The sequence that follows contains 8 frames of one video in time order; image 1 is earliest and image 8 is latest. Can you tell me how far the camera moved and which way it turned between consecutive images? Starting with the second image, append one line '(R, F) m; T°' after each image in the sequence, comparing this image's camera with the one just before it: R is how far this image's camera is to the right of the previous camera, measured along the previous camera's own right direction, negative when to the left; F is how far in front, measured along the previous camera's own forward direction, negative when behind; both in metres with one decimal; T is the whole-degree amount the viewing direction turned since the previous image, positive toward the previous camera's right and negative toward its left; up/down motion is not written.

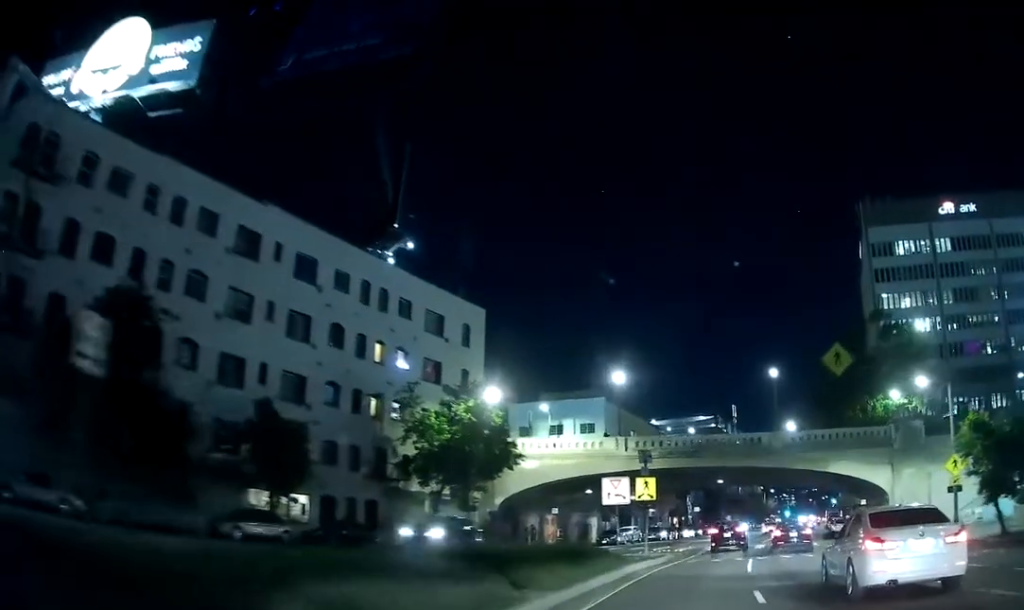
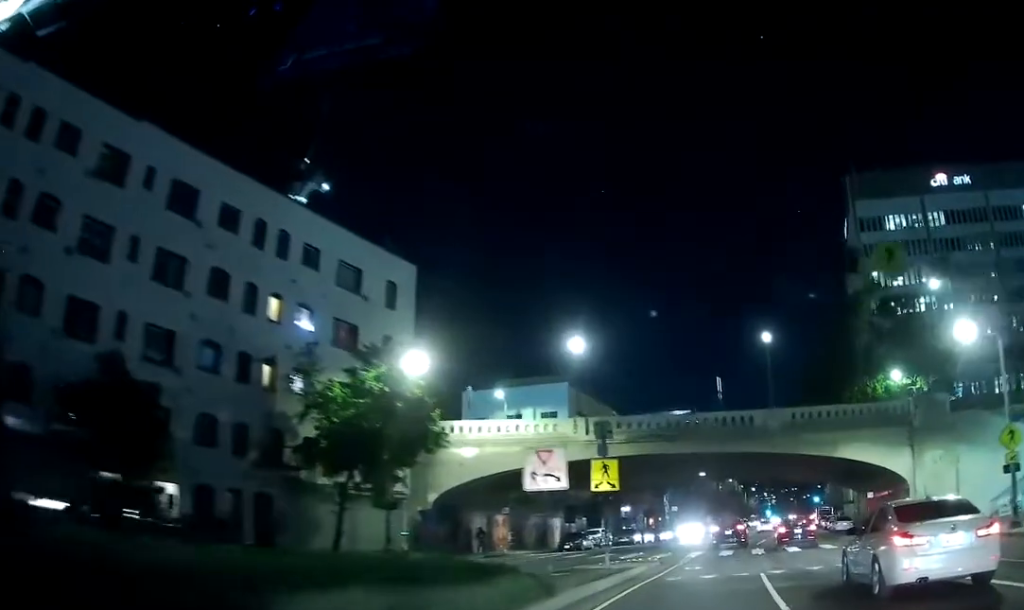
(+0.3, +9.3) m; +2°
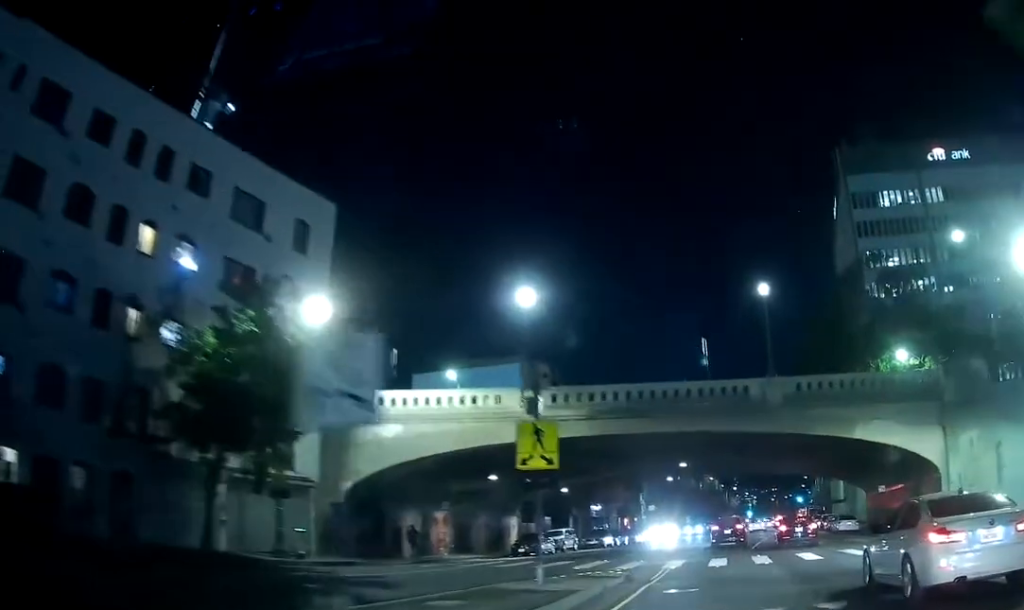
(+0.3, +8.7) m; 0°
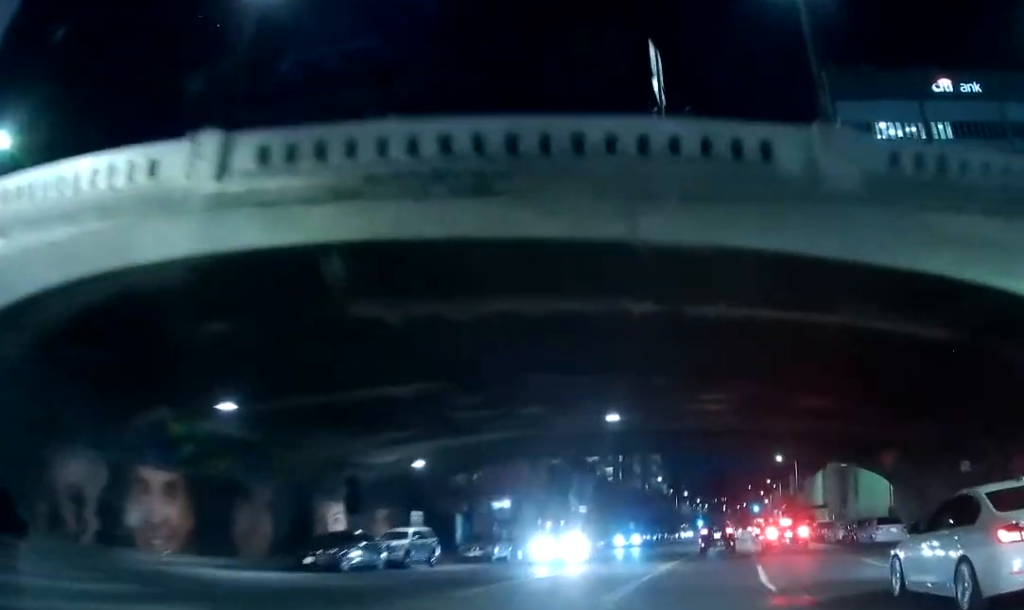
(-0.7, +21.6) m; -1°
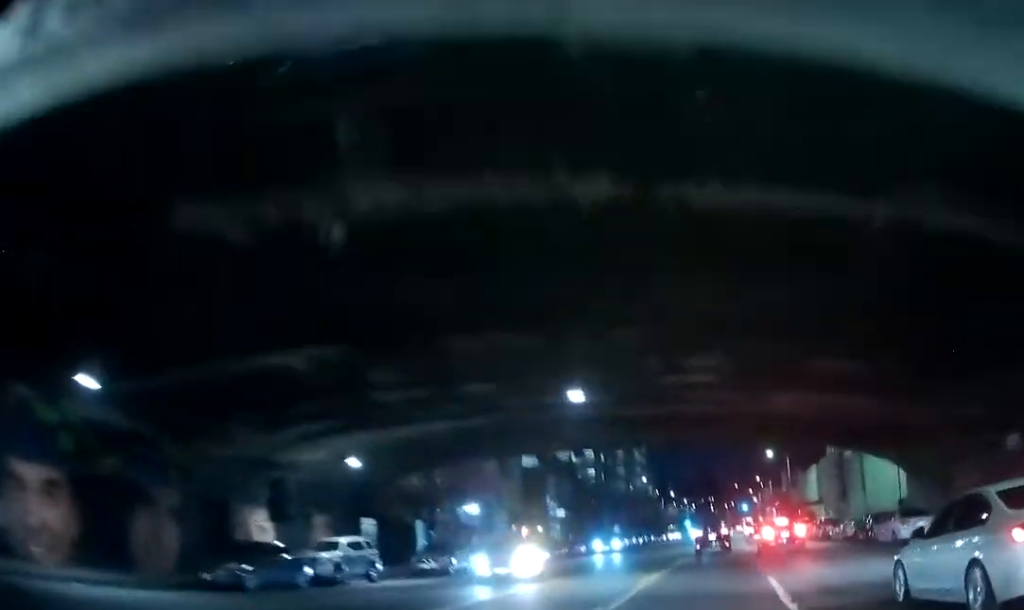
(+0.1, +5.2) m; +2°
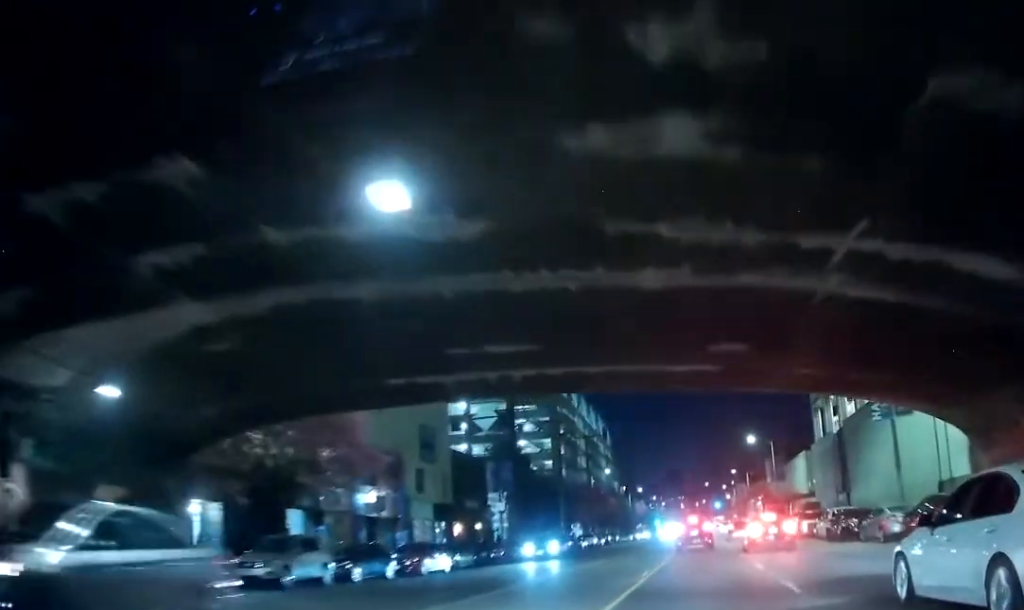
(+0.4, +12.6) m; +3°
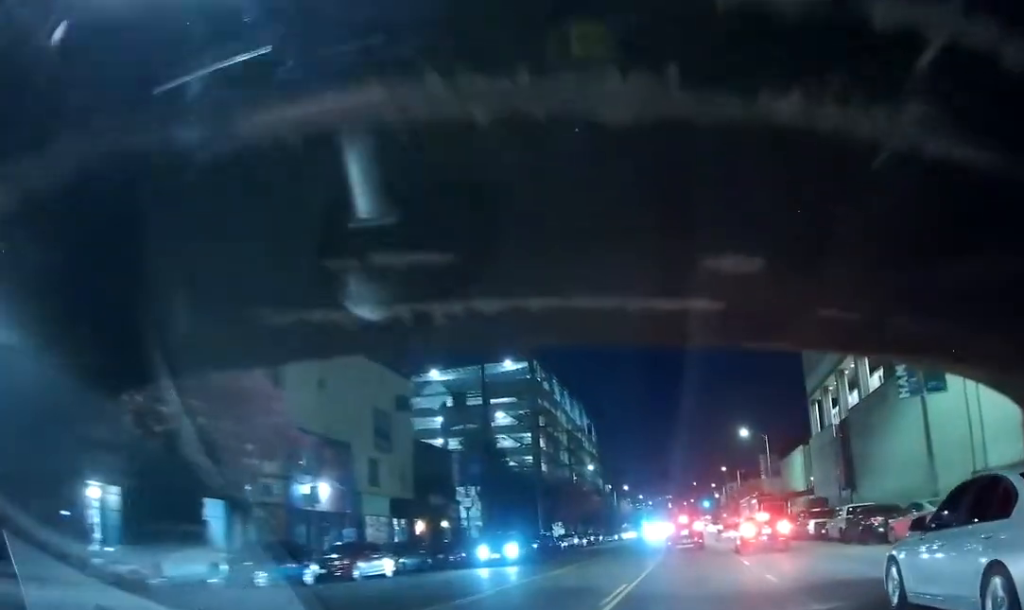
(+0.3, +6.0) m; 0°
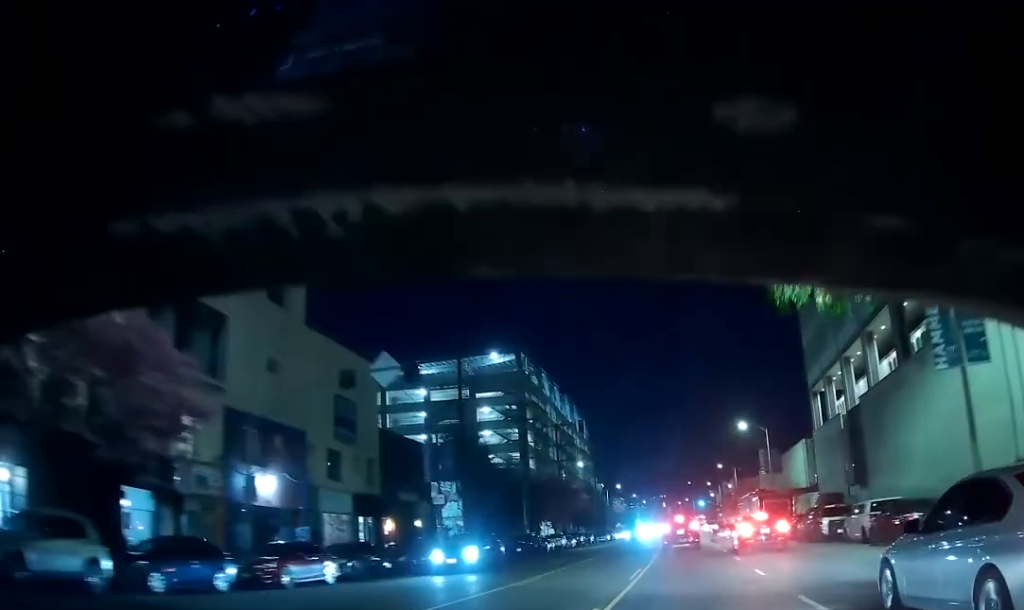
(+0.1, +5.4) m; +1°
